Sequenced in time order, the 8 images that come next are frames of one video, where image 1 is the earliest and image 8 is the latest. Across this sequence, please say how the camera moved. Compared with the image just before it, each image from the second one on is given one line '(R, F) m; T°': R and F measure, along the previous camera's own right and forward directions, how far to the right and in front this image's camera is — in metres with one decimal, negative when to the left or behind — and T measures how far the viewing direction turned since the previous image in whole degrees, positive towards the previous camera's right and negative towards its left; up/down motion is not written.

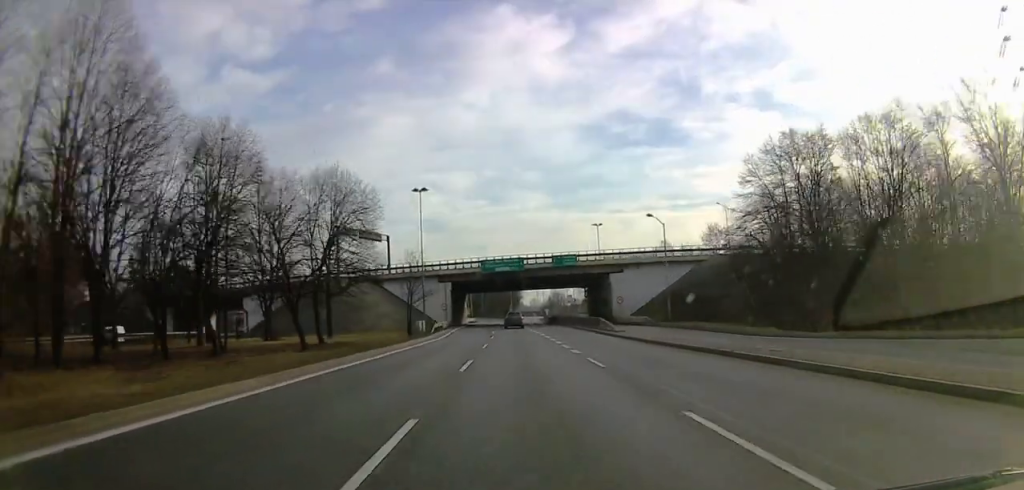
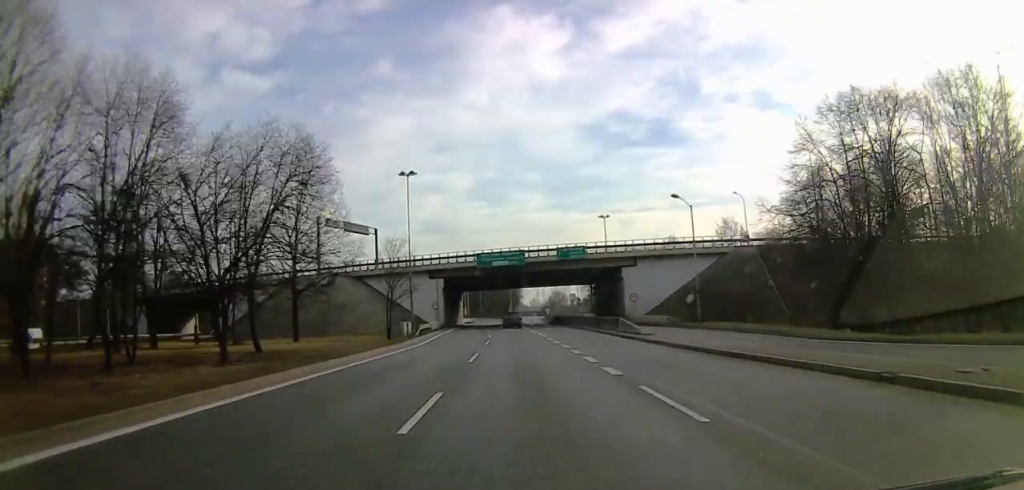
(+0.7, +9.3) m; 0°
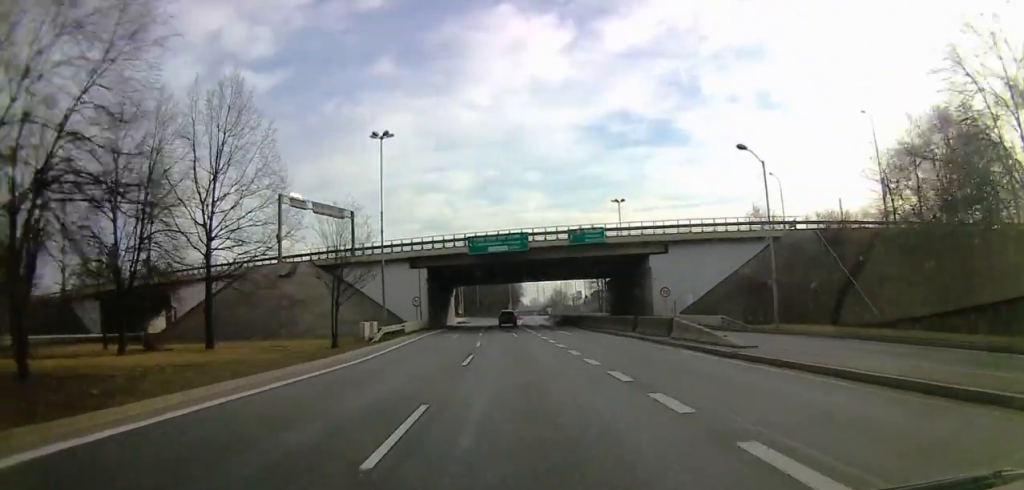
(-0.3, +13.6) m; -2°
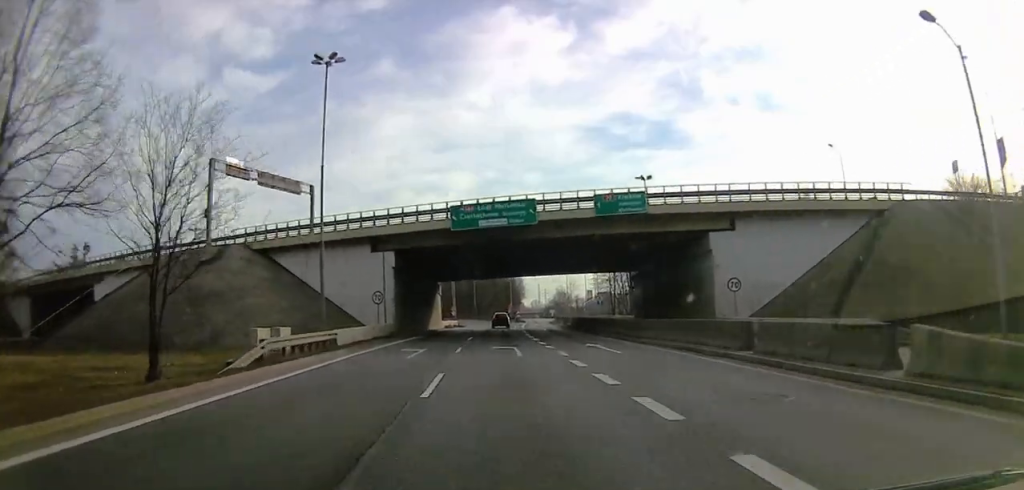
(-0.7, +16.3) m; -3°
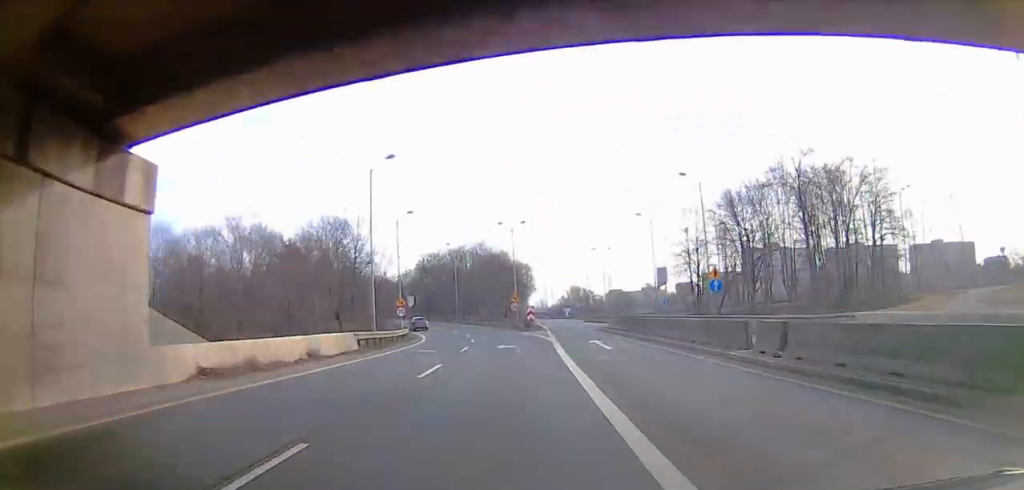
(-1.8, +55.8) m; -3°
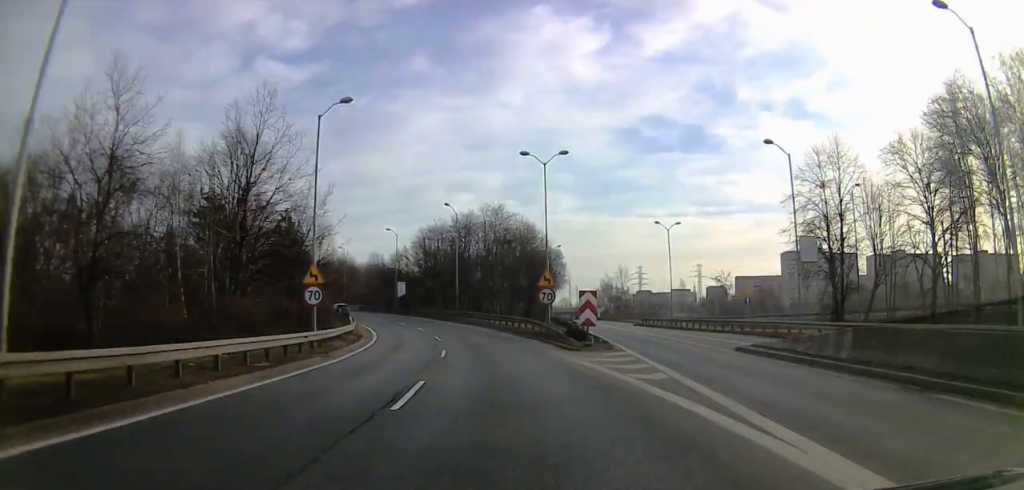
(-0.2, +30.0) m; -1°
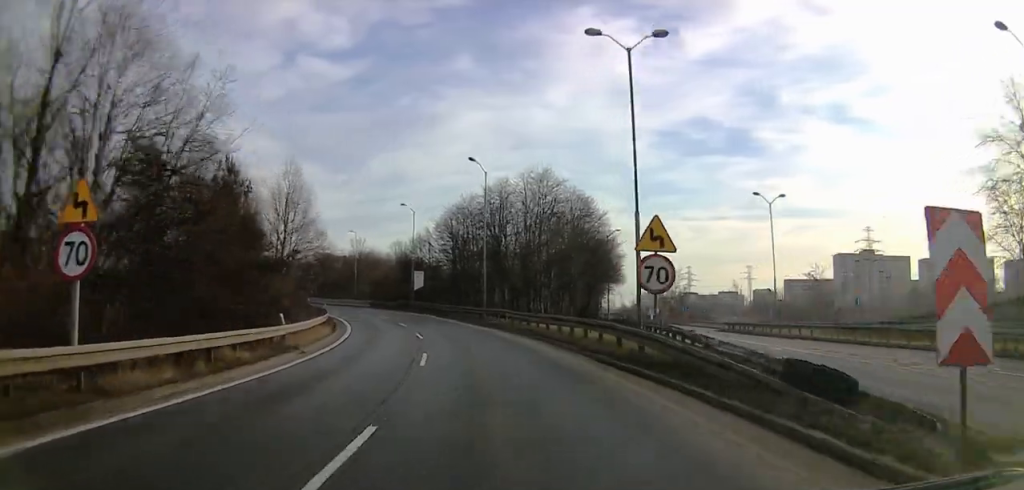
(-0.2, +18.6) m; -4°
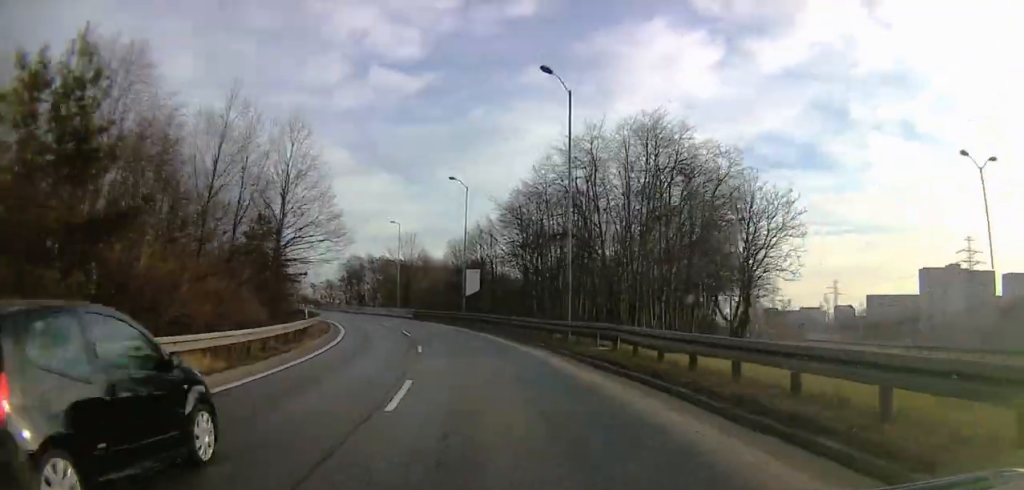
(-1.1, +18.9) m; -11°
